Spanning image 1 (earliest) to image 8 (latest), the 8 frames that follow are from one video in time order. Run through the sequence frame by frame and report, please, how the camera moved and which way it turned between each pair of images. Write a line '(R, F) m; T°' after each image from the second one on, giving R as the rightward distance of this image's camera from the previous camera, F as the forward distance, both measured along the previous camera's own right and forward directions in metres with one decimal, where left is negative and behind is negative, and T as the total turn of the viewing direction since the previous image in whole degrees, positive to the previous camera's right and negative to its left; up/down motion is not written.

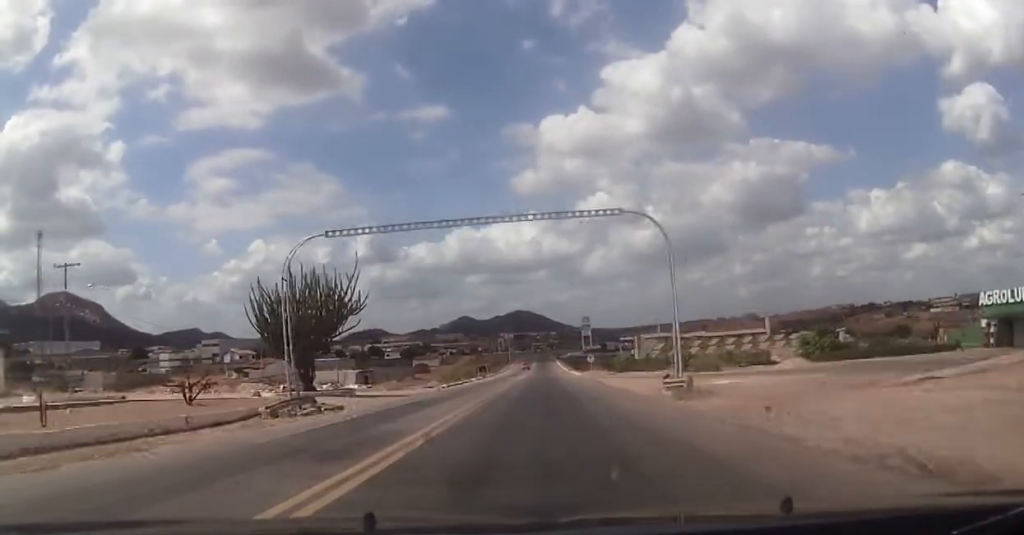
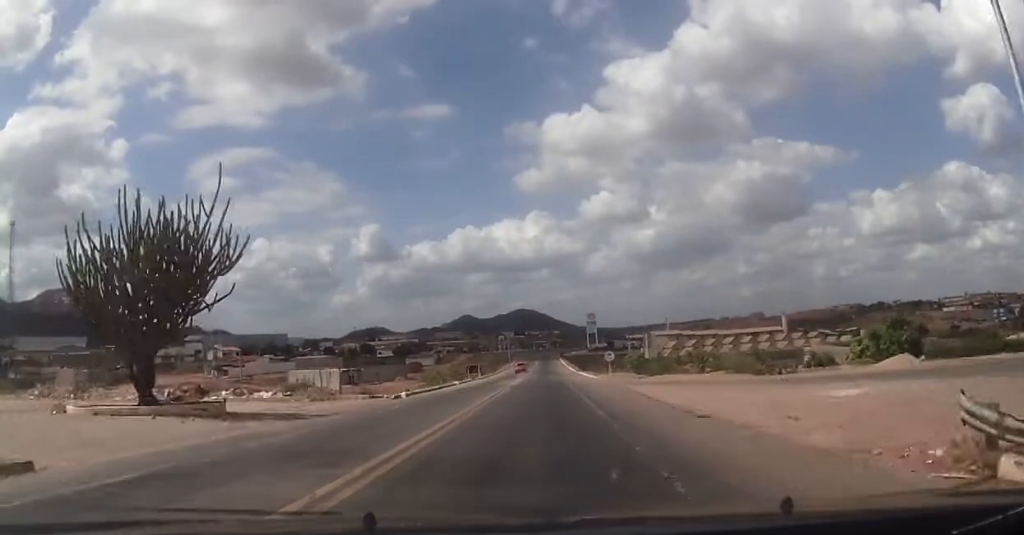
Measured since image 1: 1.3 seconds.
(-0.3, +18.7) m; -2°
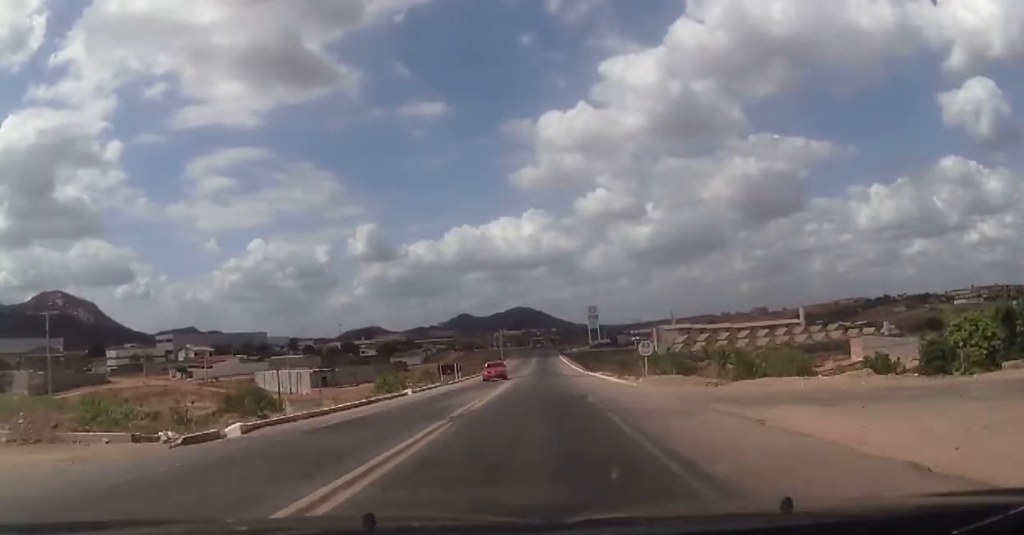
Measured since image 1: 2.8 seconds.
(0.0, +22.9) m; 0°
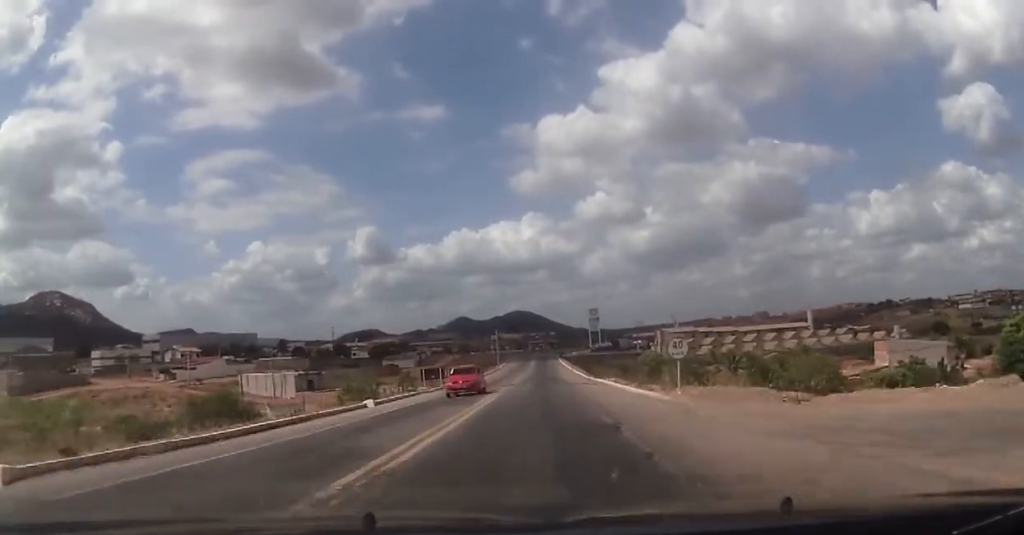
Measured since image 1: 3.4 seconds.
(0.0, +9.3) m; 0°
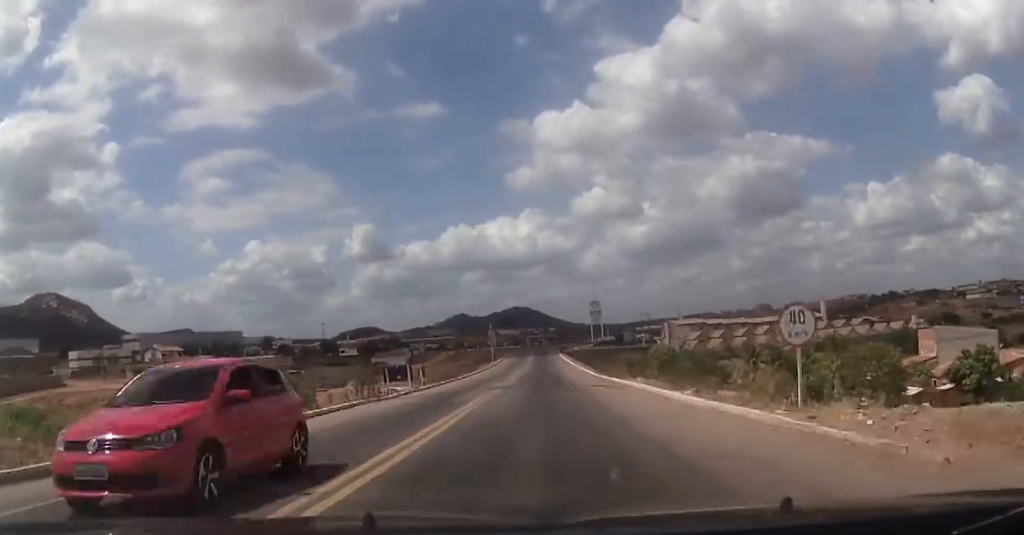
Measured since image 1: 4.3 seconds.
(+0.2, +13.8) m; -1°
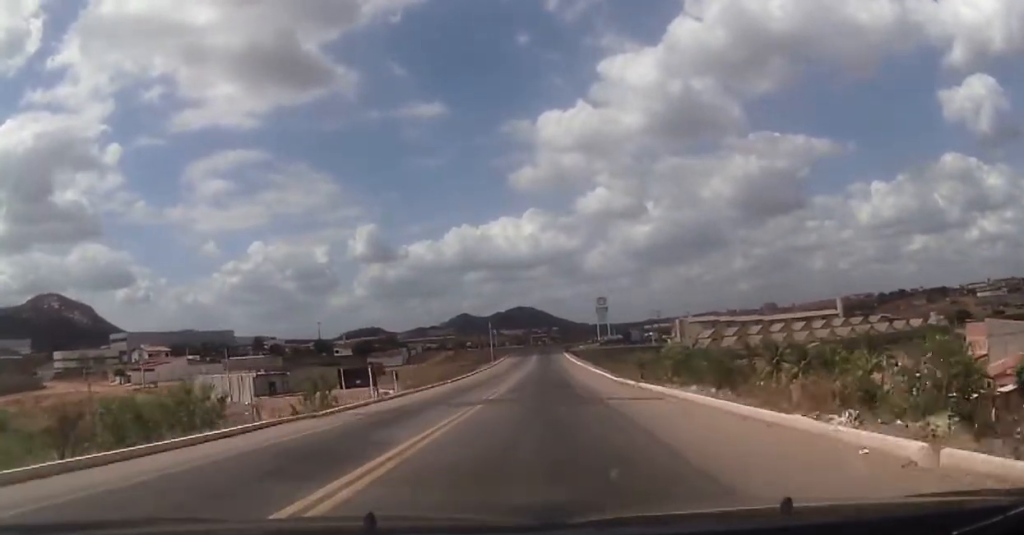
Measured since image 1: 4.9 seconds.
(-0.3, +11.0) m; -1°
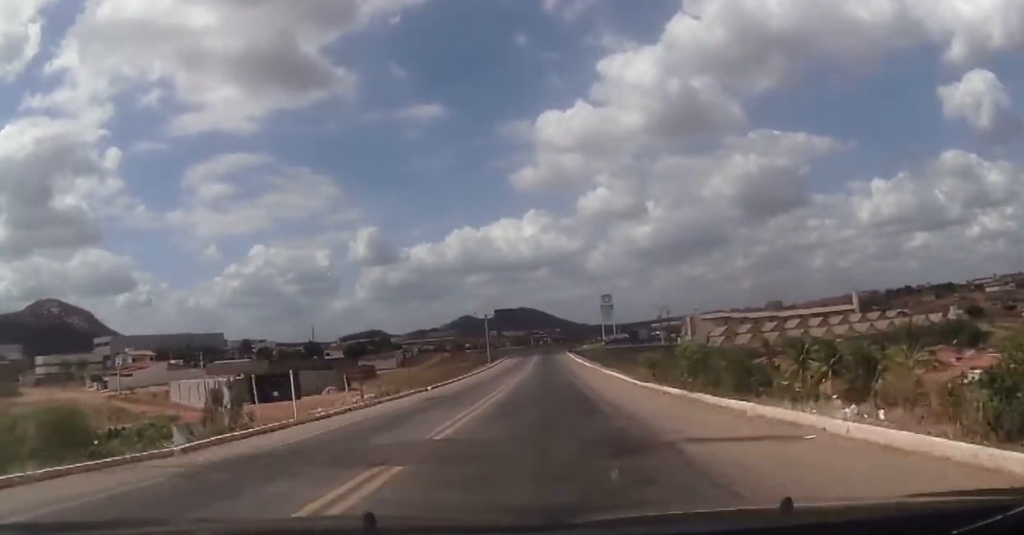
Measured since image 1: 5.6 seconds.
(-0.1, +11.2) m; 0°
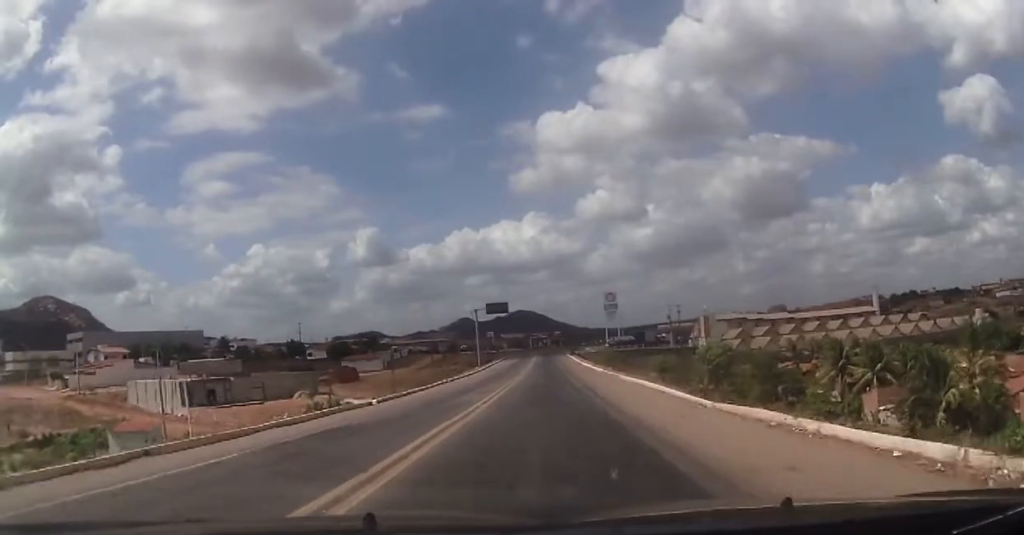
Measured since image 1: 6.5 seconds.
(+0.2, +15.0) m; +2°
